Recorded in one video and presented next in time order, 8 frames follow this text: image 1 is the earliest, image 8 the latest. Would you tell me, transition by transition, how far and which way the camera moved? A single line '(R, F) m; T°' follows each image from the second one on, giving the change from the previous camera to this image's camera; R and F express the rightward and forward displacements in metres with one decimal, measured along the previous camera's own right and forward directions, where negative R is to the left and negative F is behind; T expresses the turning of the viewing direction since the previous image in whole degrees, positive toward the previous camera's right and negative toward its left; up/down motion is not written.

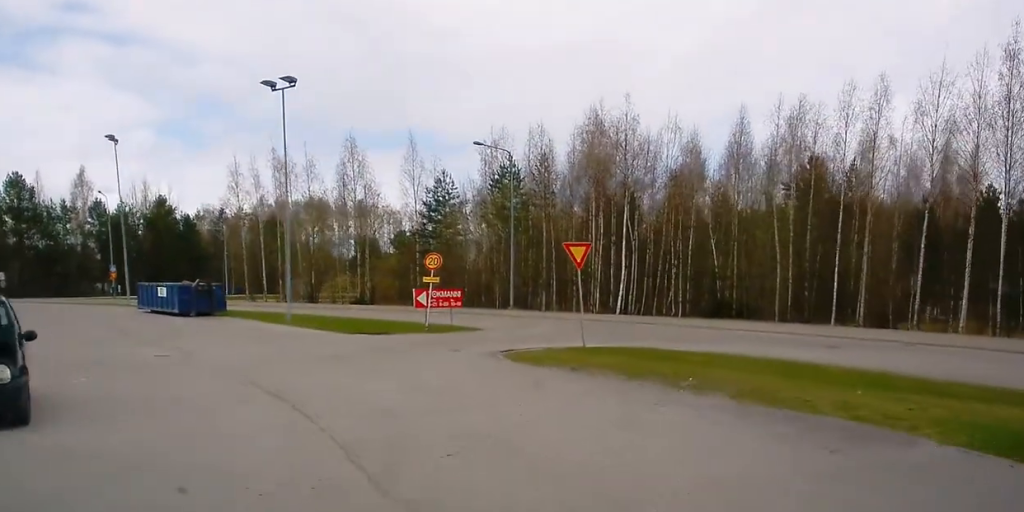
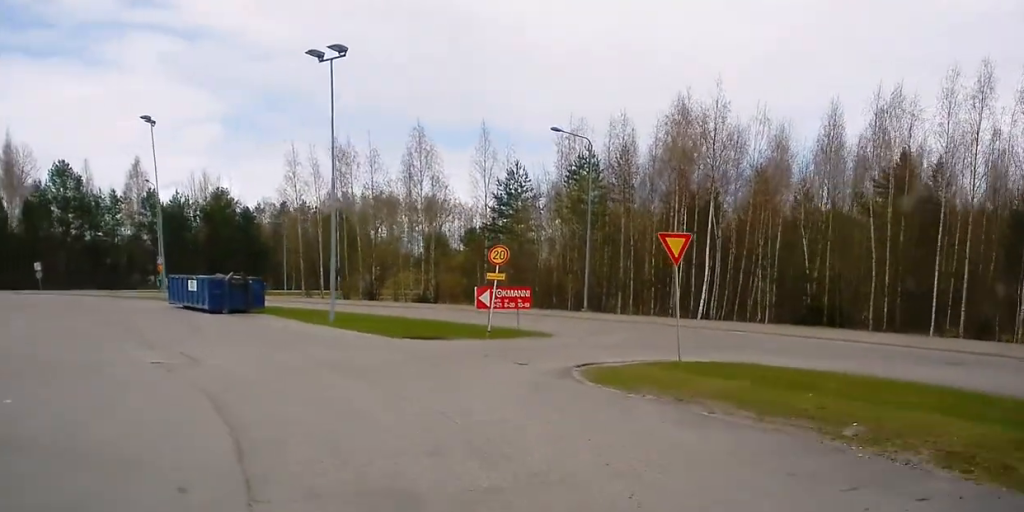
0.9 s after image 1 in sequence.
(-0.1, +3.1) m; -3°
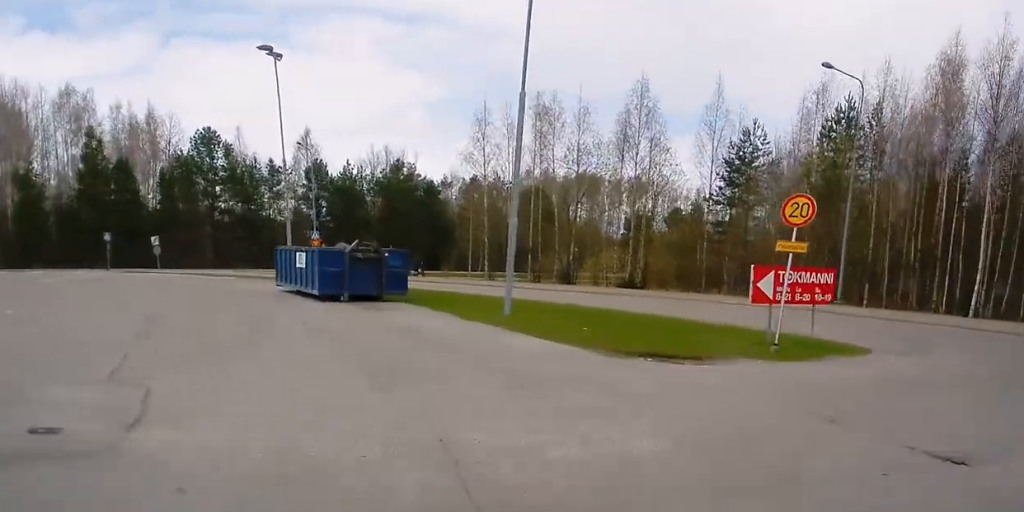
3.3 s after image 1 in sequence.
(-0.2, +7.2) m; +6°
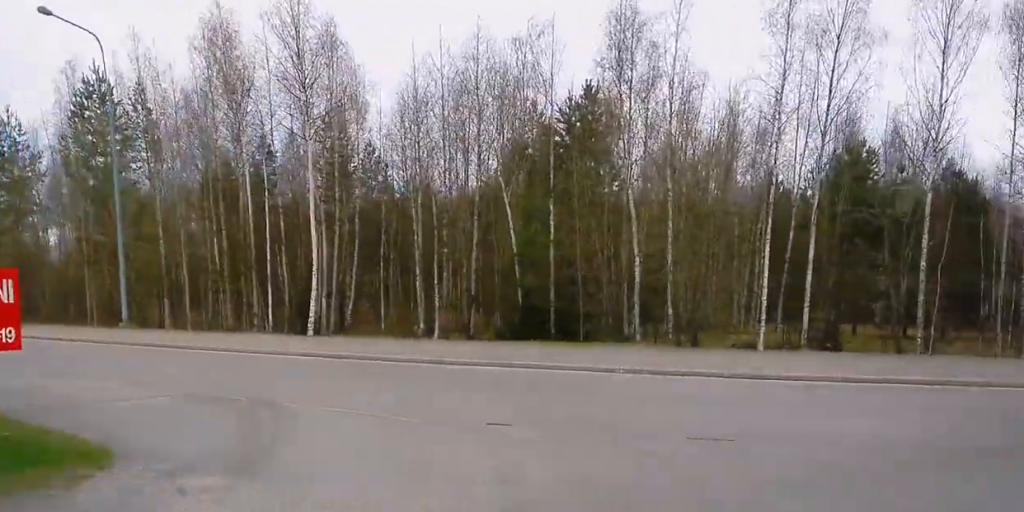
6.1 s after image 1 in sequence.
(+1.6, +6.3) m; +39°
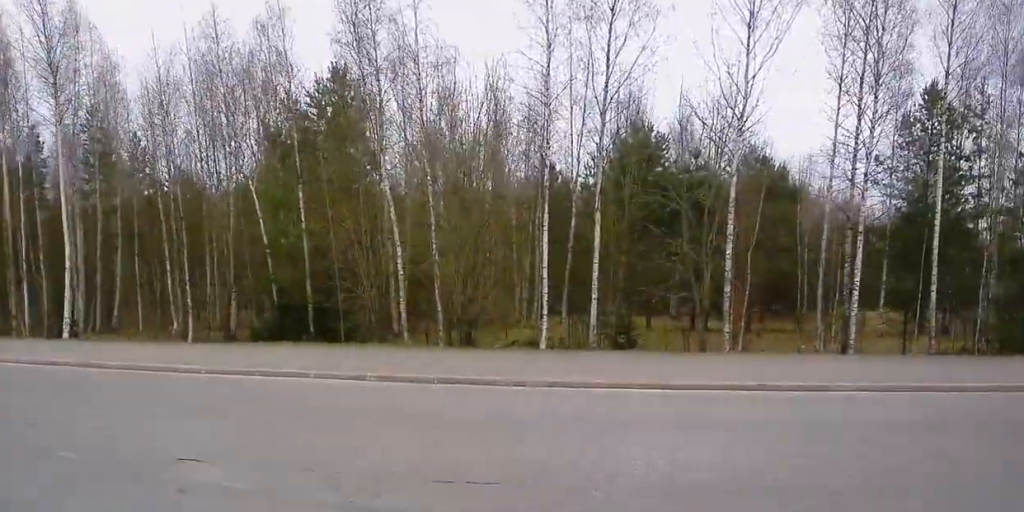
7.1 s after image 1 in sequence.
(+0.3, +2.2) m; +19°
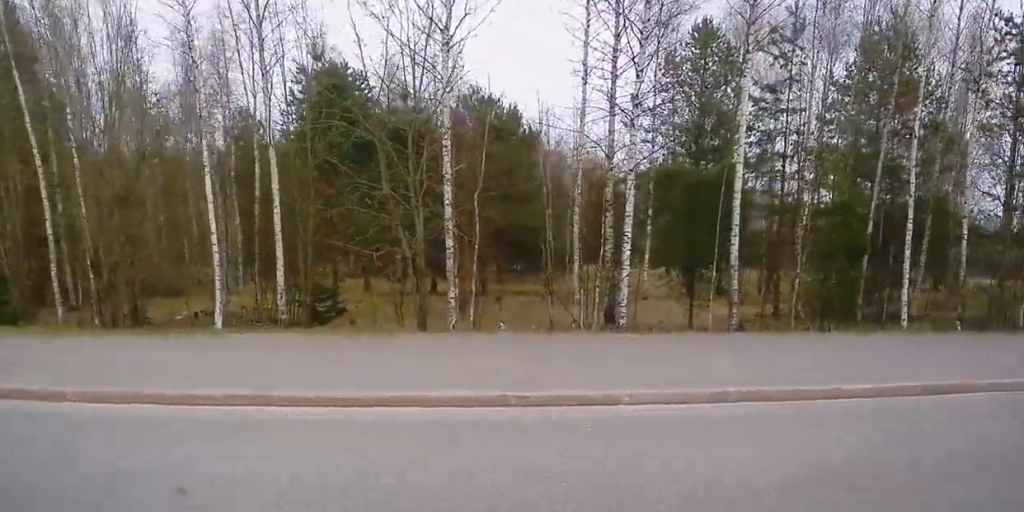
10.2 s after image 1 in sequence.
(+3.6, +5.8) m; +64°
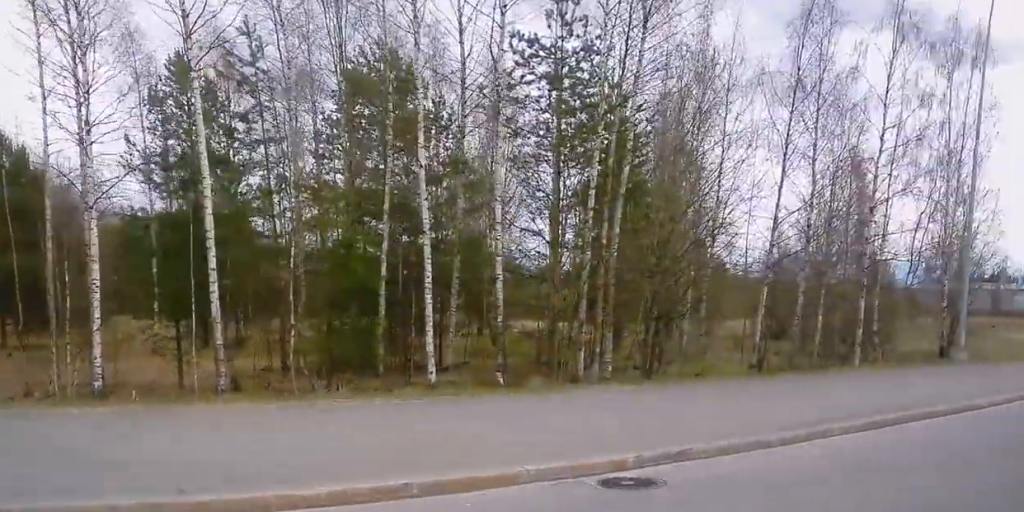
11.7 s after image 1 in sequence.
(+1.3, +4.6) m; +22°
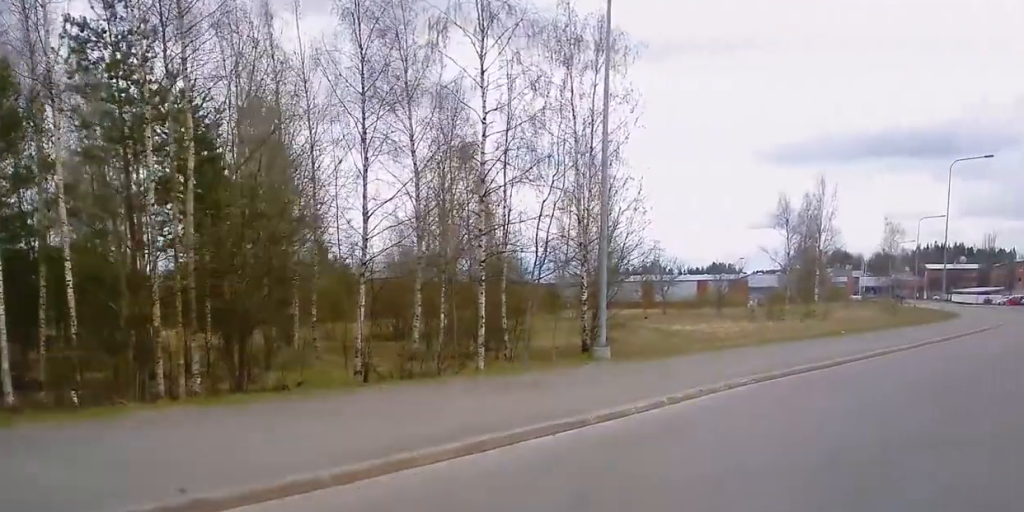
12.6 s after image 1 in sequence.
(0.0, +3.1) m; +10°
